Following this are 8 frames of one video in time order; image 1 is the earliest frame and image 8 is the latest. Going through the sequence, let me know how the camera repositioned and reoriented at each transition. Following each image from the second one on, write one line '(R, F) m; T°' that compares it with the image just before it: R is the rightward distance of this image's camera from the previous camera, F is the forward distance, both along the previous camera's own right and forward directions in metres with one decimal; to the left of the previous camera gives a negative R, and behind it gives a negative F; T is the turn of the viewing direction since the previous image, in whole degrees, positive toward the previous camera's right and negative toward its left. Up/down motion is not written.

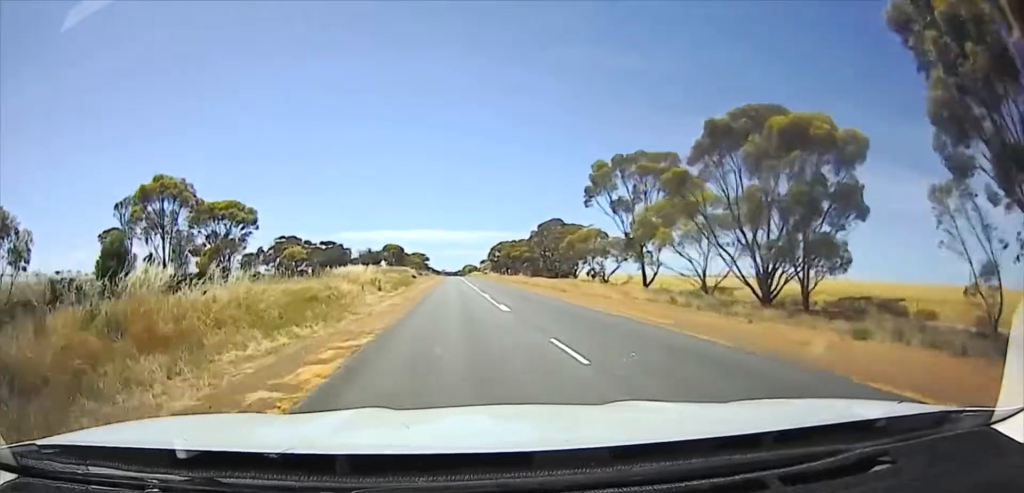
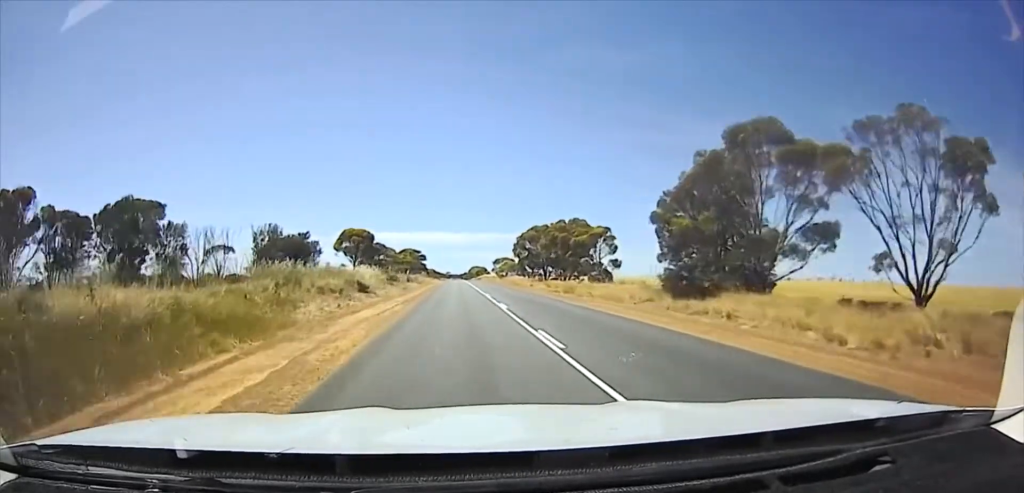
(0.0, +71.8) m; +1°
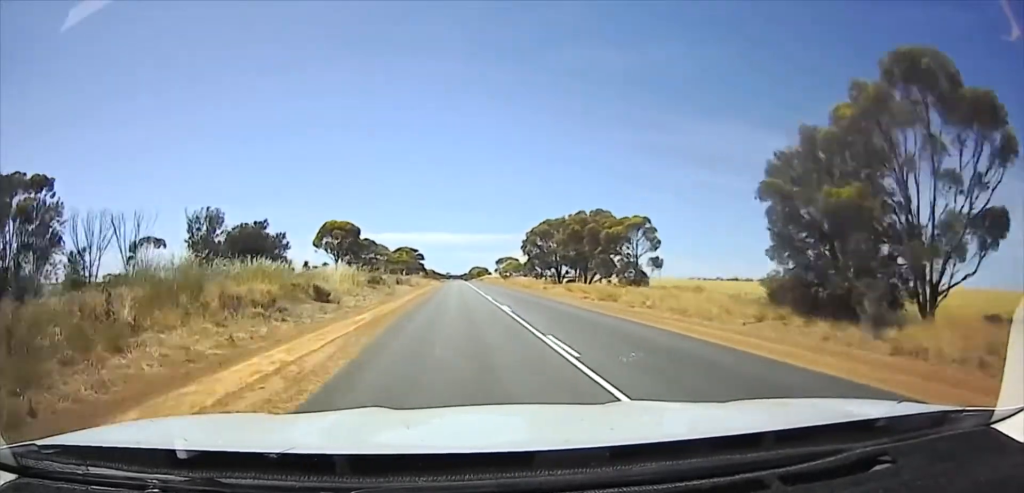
(0.0, +16.5) m; 0°
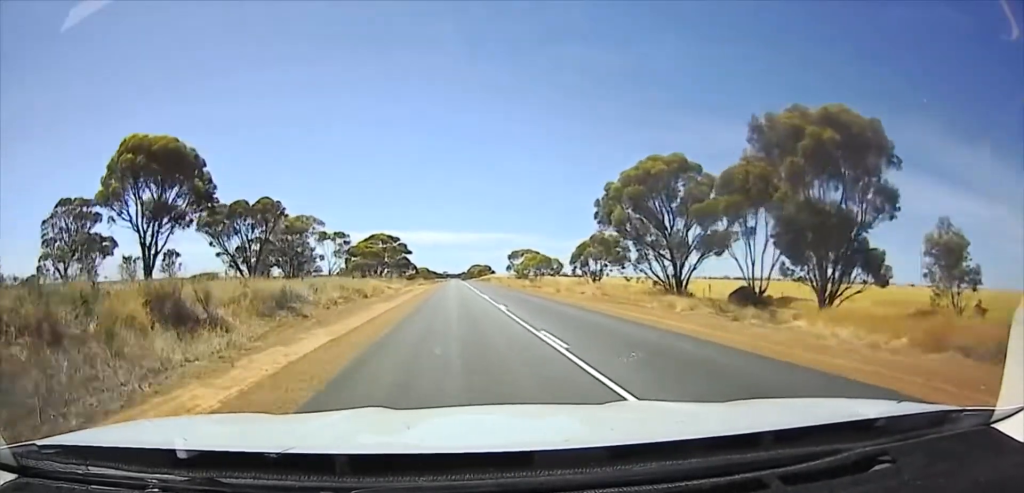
(+1.4, +58.3) m; +1°
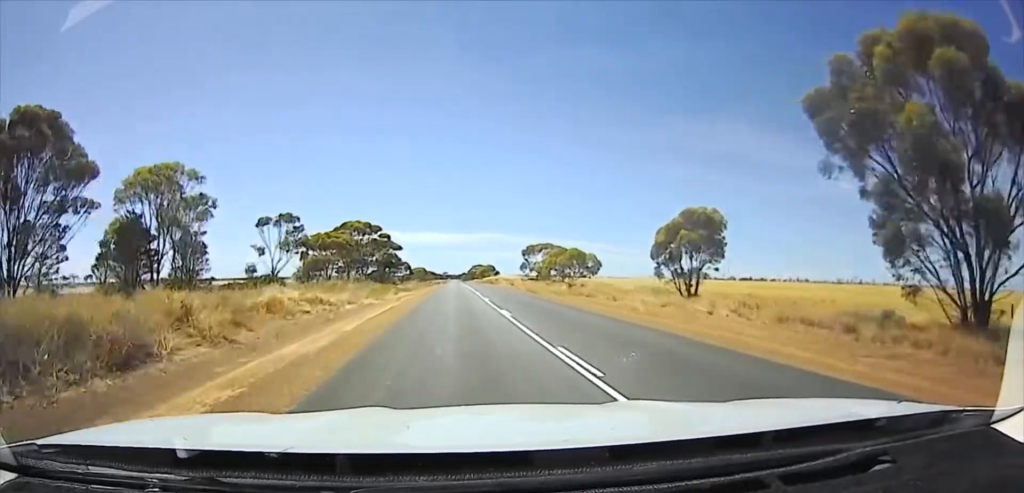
(-0.5, +24.2) m; -1°
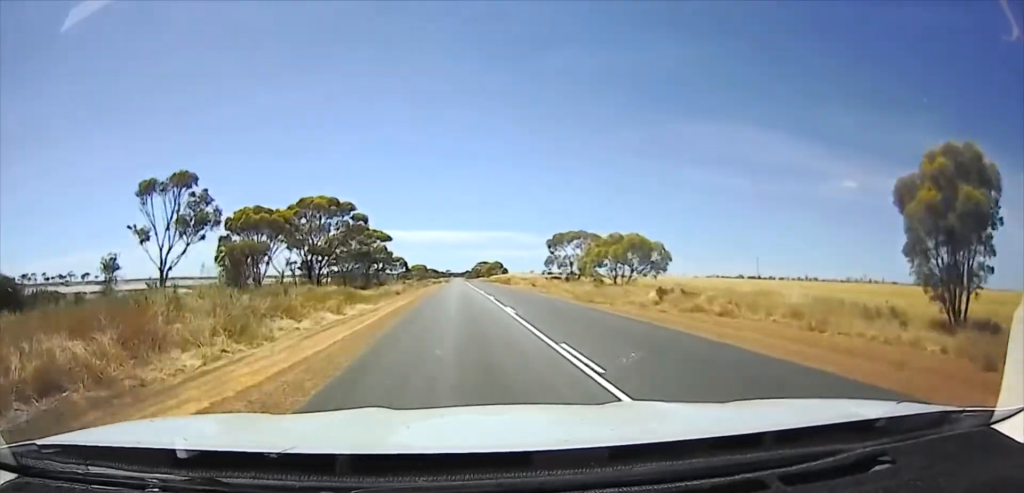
(-0.2, +18.3) m; -1°
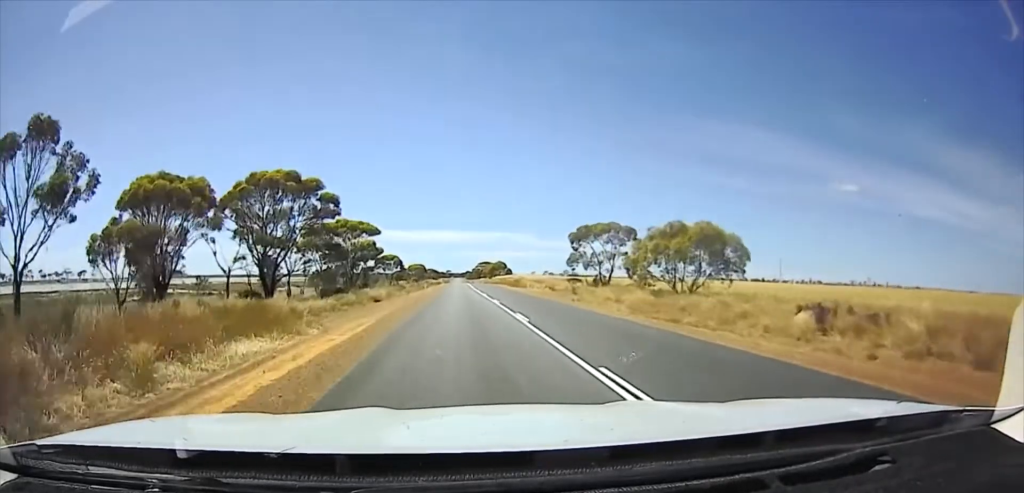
(0.0, +9.1) m; 0°
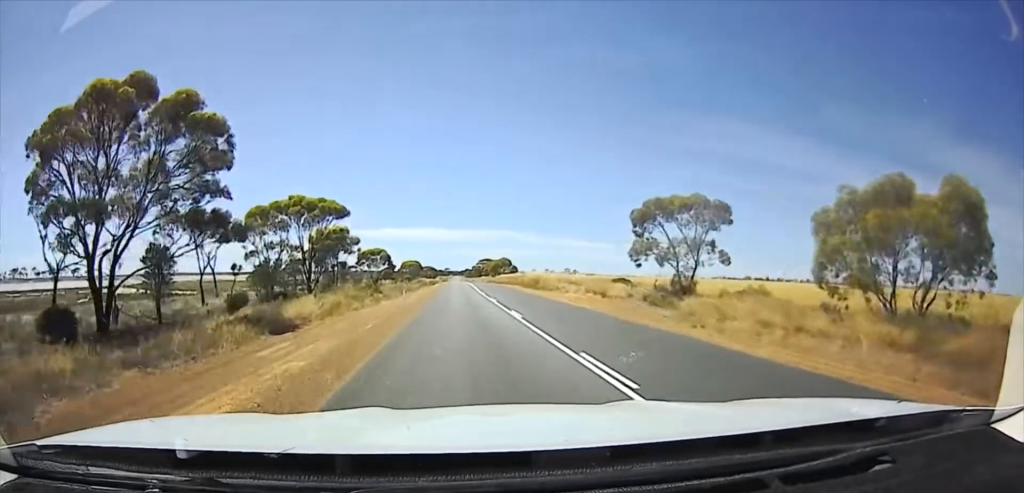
(0.0, +13.6) m; 0°
